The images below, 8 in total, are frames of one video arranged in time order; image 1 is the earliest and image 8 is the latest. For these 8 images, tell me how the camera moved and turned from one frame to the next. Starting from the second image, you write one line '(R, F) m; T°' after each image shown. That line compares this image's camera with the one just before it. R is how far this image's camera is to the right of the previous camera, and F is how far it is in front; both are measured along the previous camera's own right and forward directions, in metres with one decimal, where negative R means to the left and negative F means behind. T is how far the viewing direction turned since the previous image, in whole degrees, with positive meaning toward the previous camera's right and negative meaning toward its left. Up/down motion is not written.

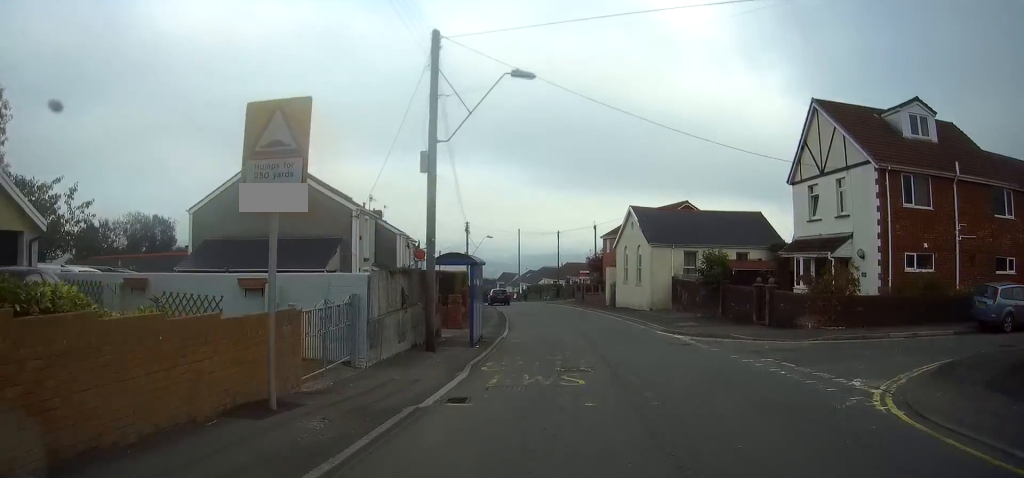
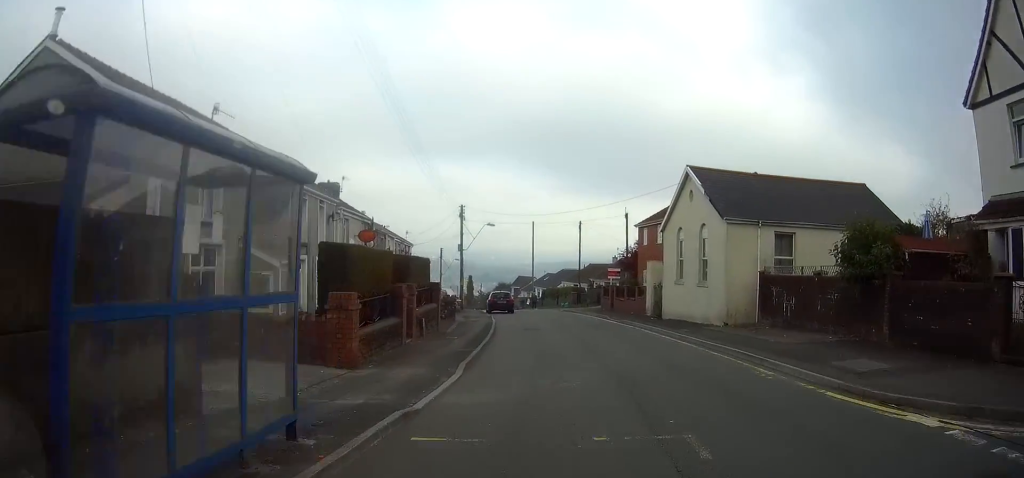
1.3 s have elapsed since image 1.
(-0.3, +15.2) m; -2°
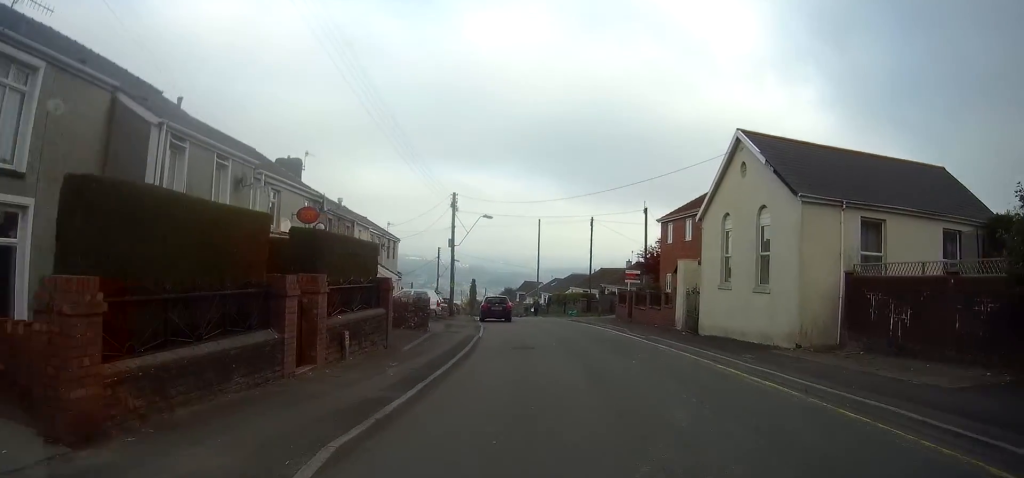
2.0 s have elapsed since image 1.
(0.0, +7.6) m; -1°
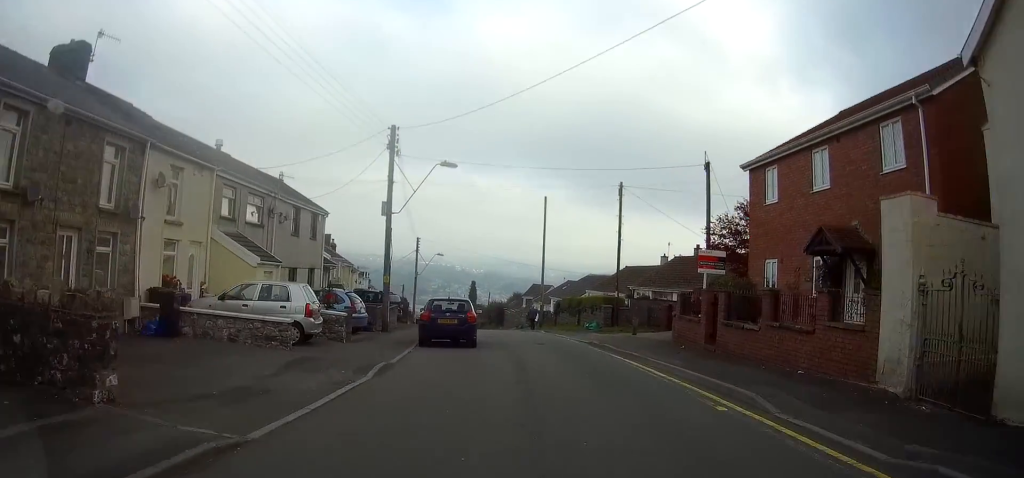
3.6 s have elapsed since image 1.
(-0.6, +18.0) m; -4°
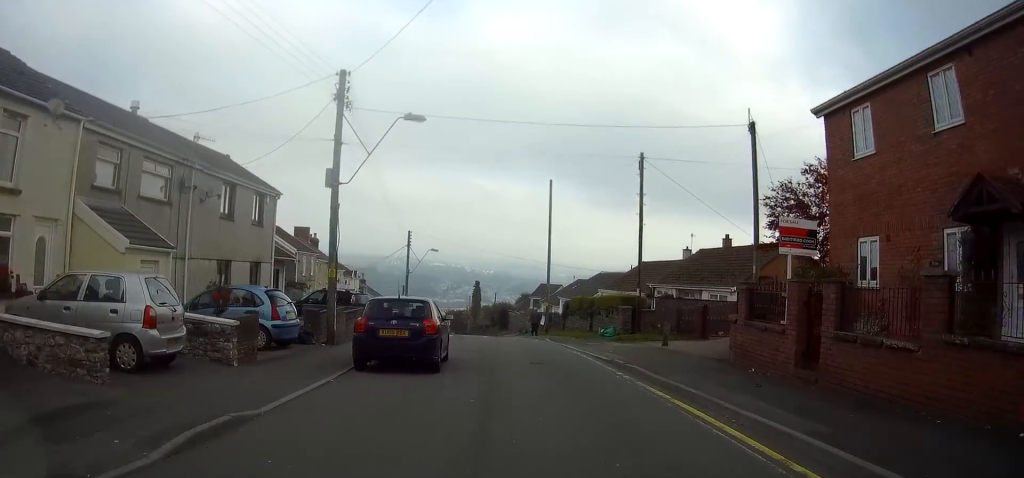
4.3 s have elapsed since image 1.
(-0.1, +6.8) m; -1°
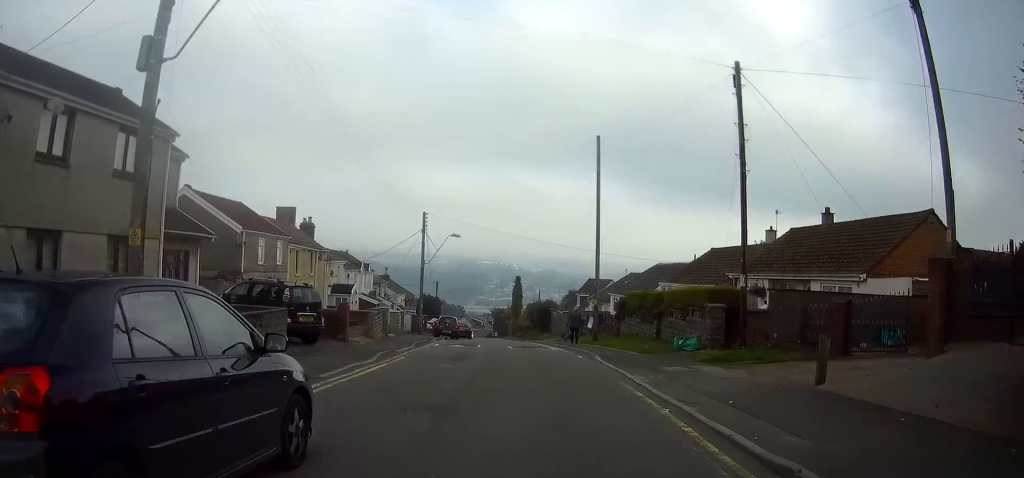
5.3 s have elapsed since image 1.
(-0.2, +10.9) m; -2°
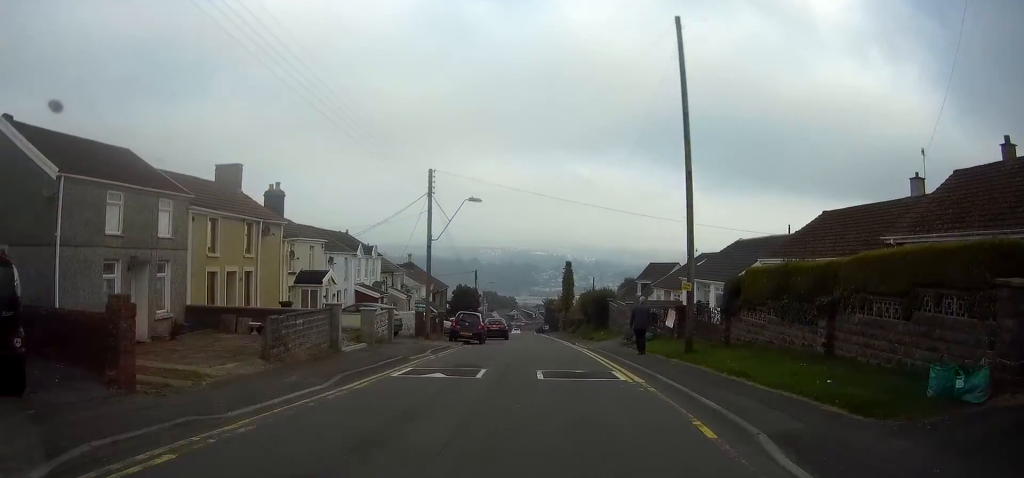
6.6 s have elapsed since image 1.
(-0.4, +13.1) m; -5°
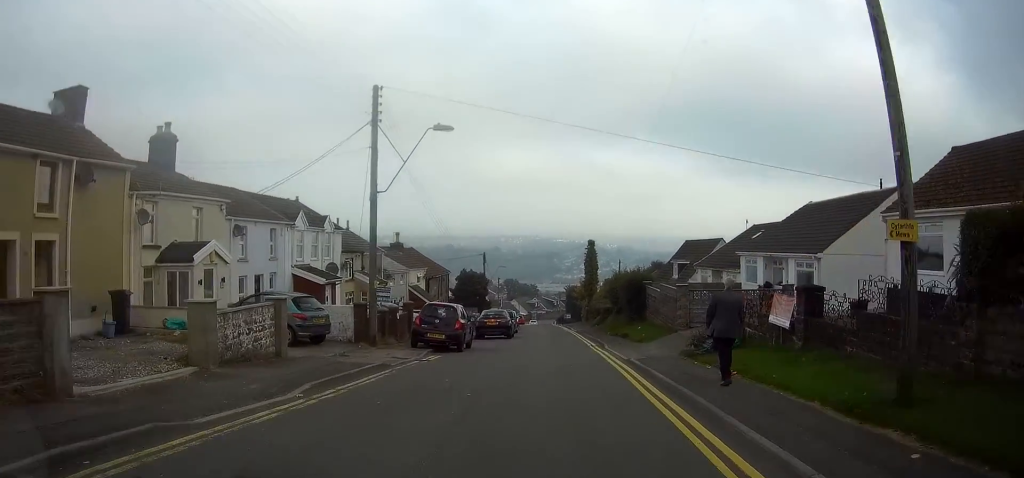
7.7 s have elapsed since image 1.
(-0.7, +11.9) m; -4°
